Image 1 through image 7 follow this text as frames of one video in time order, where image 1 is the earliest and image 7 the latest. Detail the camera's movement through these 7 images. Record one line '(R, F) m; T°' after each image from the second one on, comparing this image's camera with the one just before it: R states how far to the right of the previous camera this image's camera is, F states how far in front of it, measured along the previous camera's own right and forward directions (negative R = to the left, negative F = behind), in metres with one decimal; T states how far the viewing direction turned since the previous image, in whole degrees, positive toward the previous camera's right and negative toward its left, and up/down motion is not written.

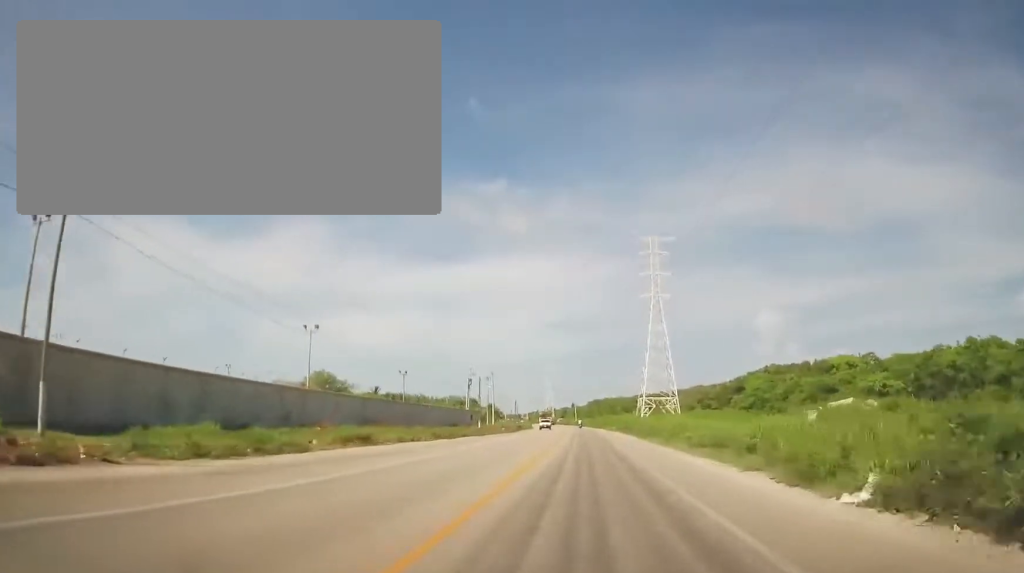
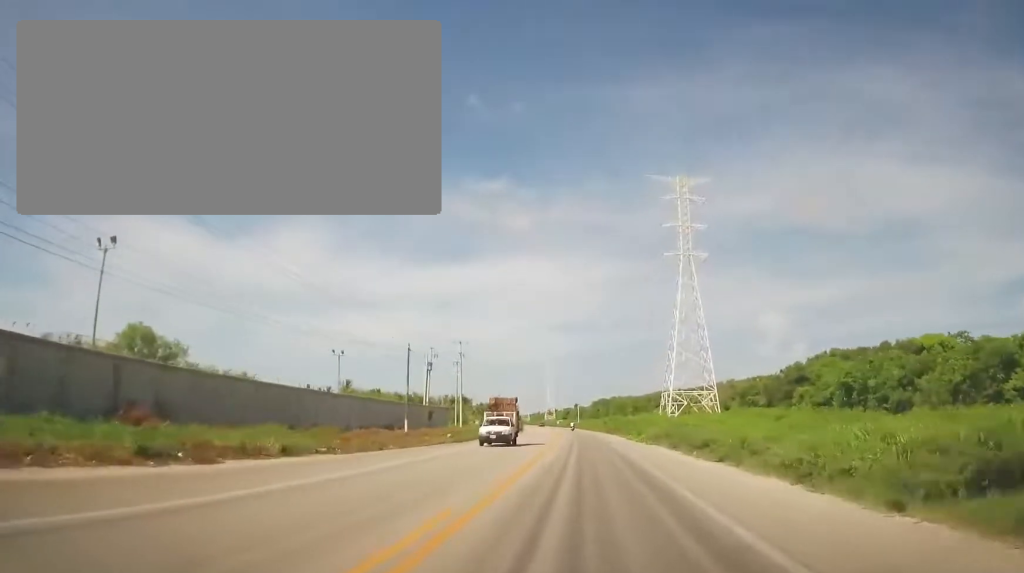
(-0.1, +31.0) m; 0°
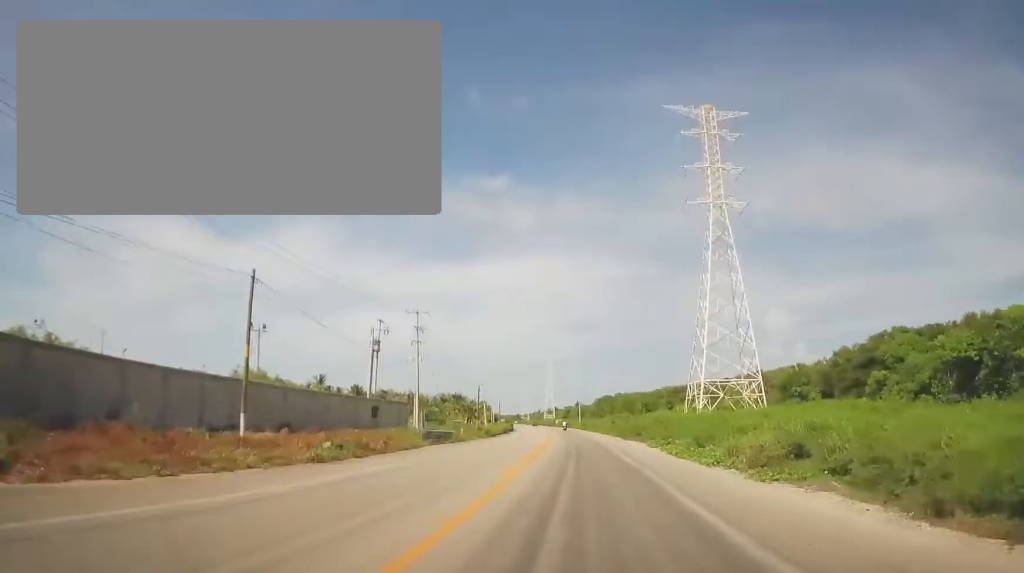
(+0.1, +21.0) m; 0°
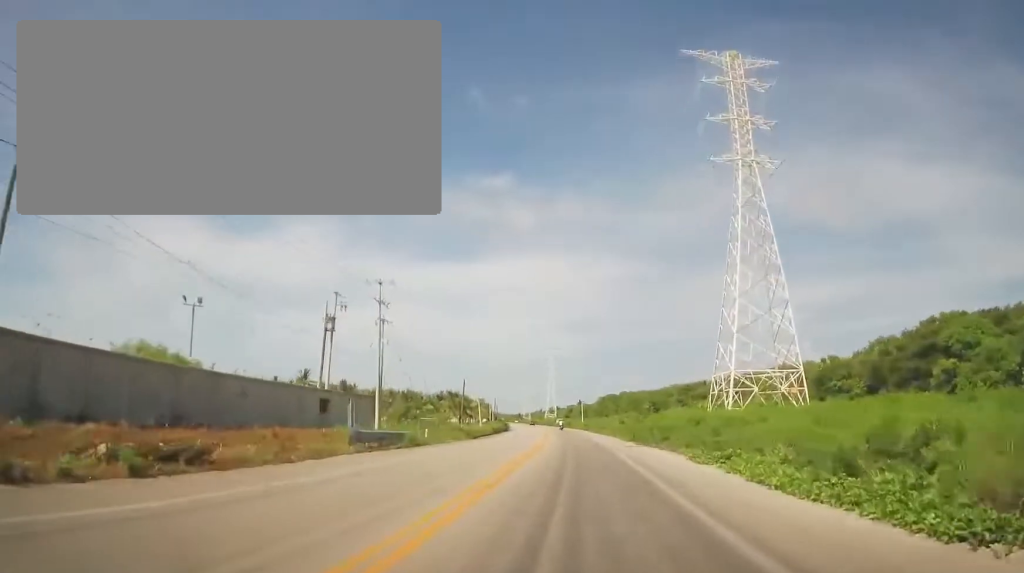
(0.0, +11.7) m; 0°
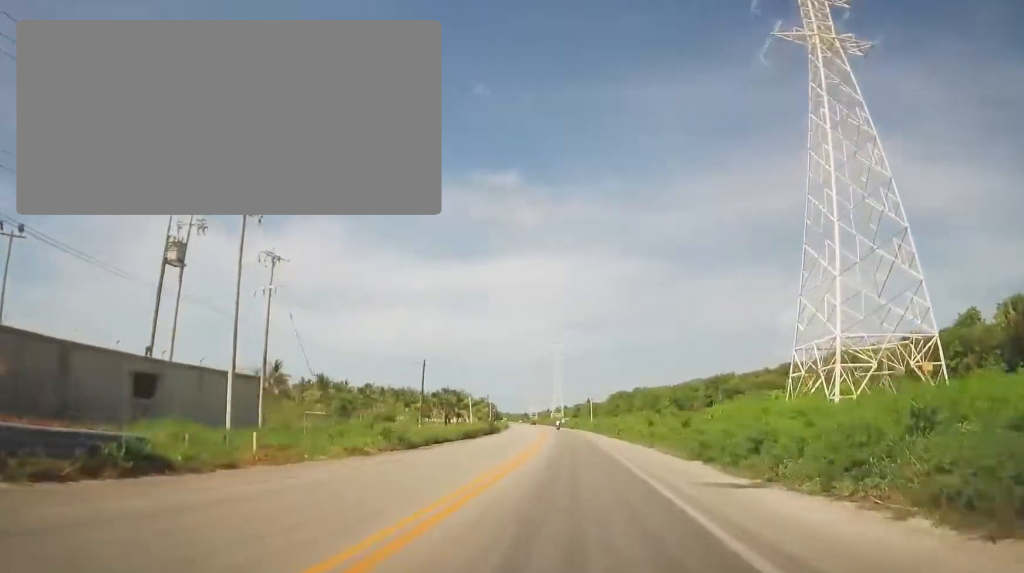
(-0.1, +20.4) m; -1°
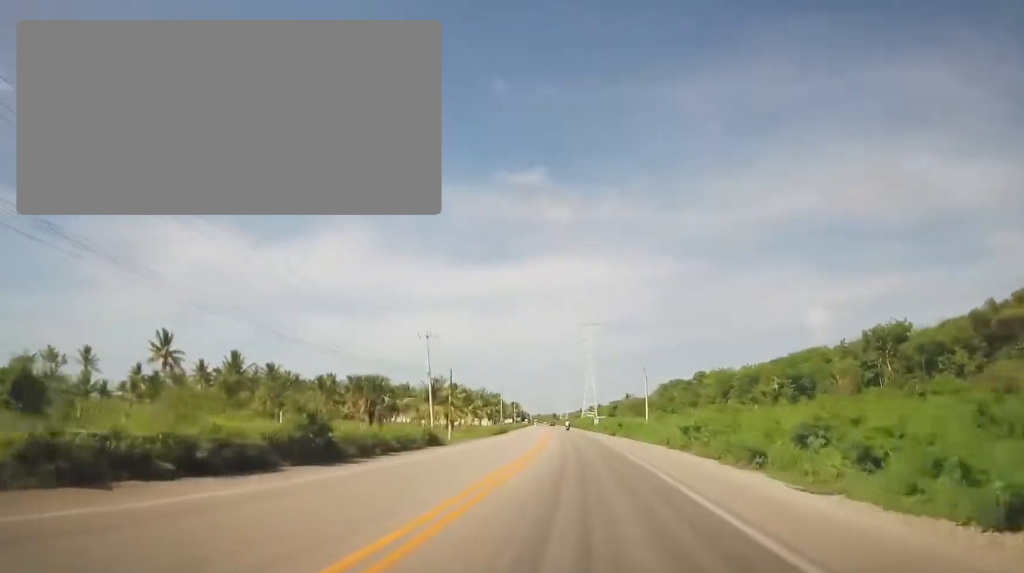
(-2.0, +50.6) m; -5°
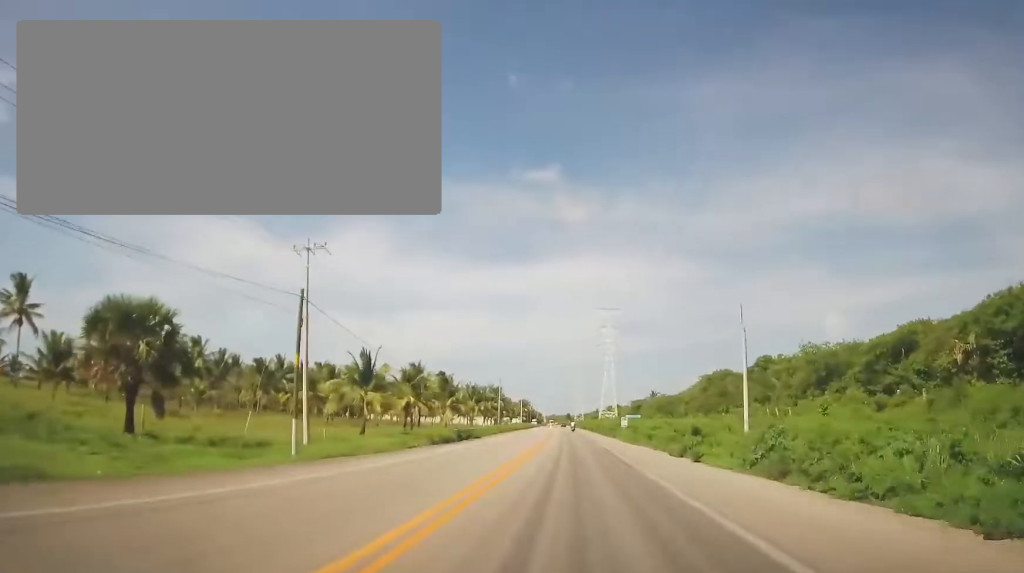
(-0.7, +33.7) m; -1°
